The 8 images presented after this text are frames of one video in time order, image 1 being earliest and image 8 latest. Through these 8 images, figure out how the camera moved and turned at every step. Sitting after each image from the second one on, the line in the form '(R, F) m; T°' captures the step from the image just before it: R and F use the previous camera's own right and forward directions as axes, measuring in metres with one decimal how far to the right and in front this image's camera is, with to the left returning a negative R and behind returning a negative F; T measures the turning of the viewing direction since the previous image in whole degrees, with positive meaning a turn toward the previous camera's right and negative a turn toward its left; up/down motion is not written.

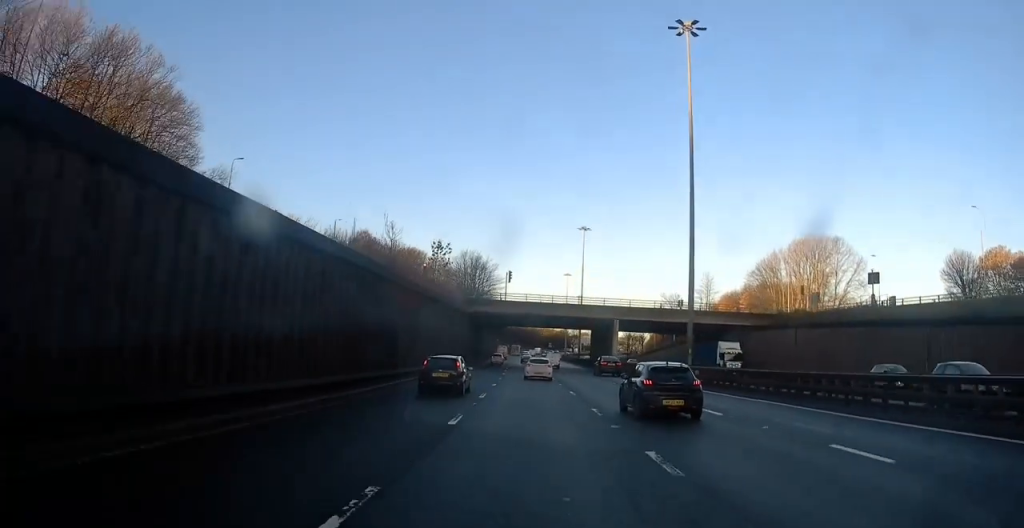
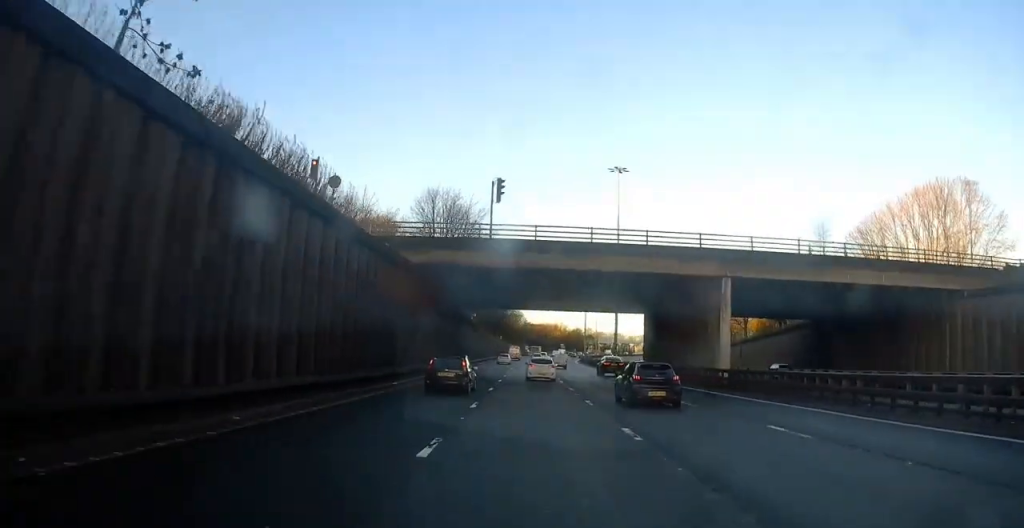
(-1.0, +41.2) m; -3°
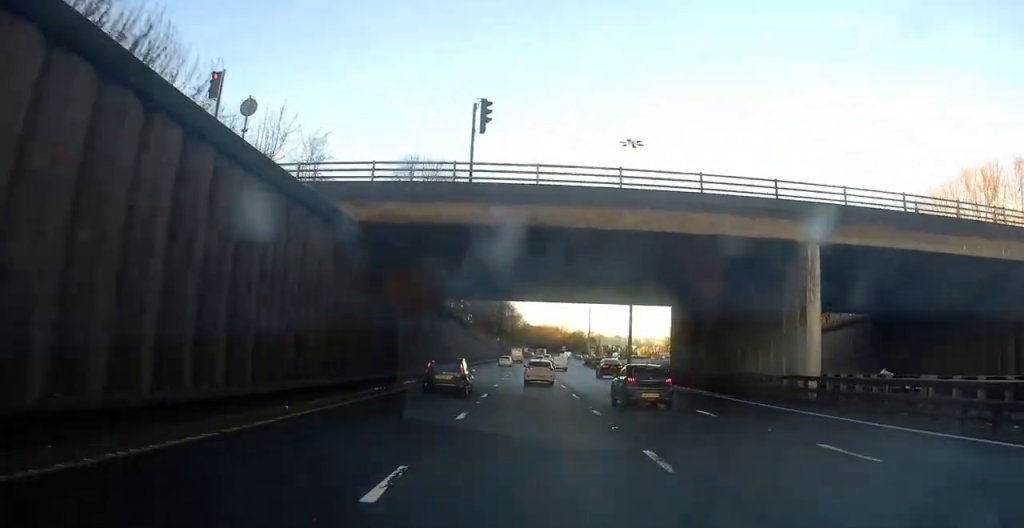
(0.0, +12.0) m; -1°
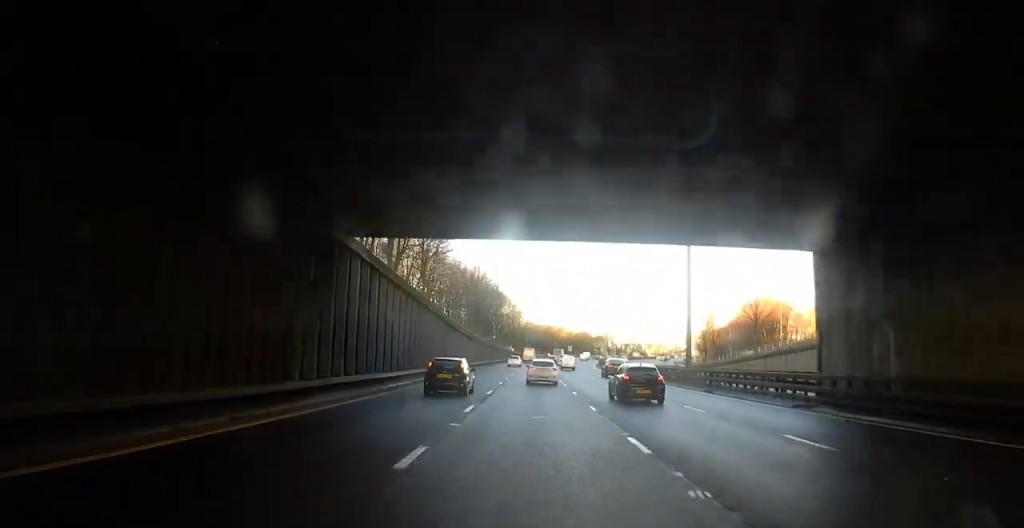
(-0.3, +25.3) m; 0°
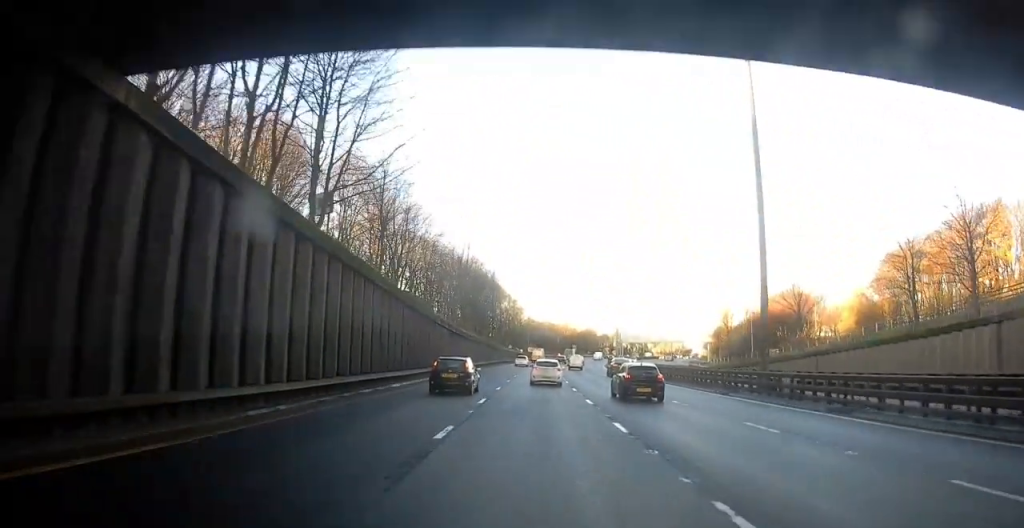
(+0.1, +14.8) m; +1°
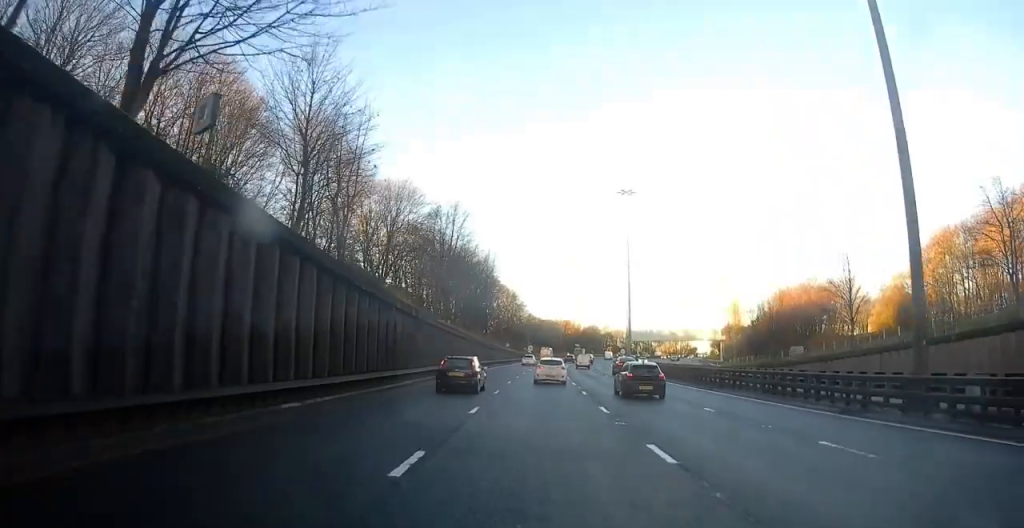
(+0.2, +13.1) m; +1°
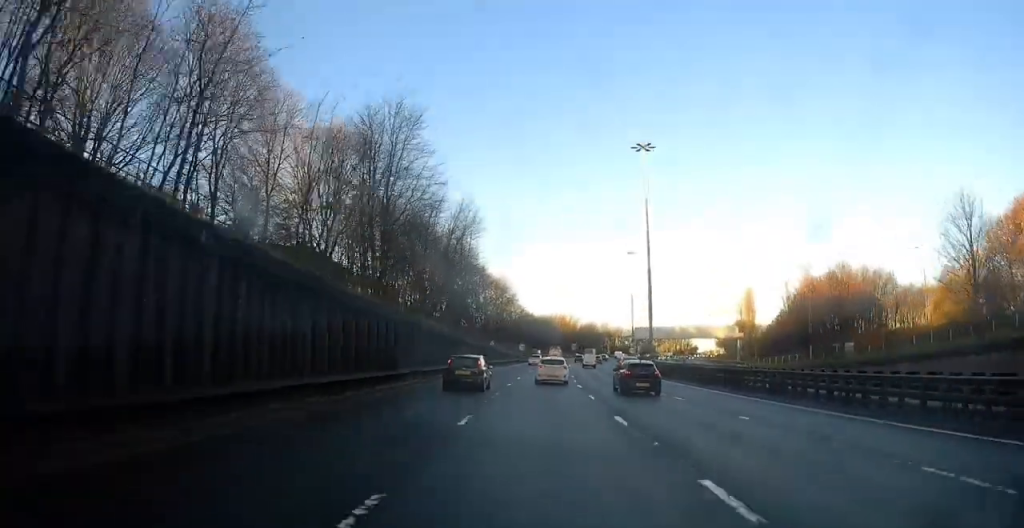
(0.0, +21.3) m; 0°
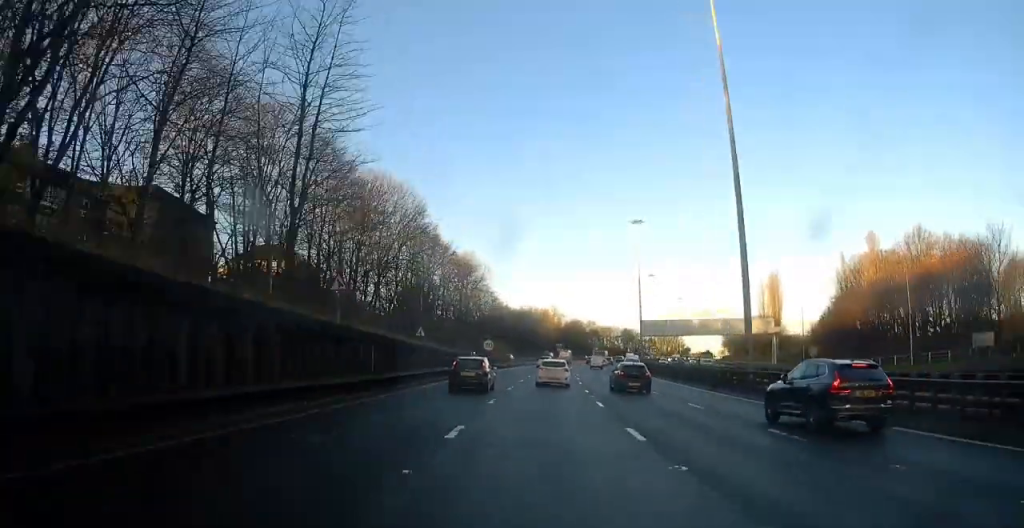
(0.0, +37.9) m; +1°
